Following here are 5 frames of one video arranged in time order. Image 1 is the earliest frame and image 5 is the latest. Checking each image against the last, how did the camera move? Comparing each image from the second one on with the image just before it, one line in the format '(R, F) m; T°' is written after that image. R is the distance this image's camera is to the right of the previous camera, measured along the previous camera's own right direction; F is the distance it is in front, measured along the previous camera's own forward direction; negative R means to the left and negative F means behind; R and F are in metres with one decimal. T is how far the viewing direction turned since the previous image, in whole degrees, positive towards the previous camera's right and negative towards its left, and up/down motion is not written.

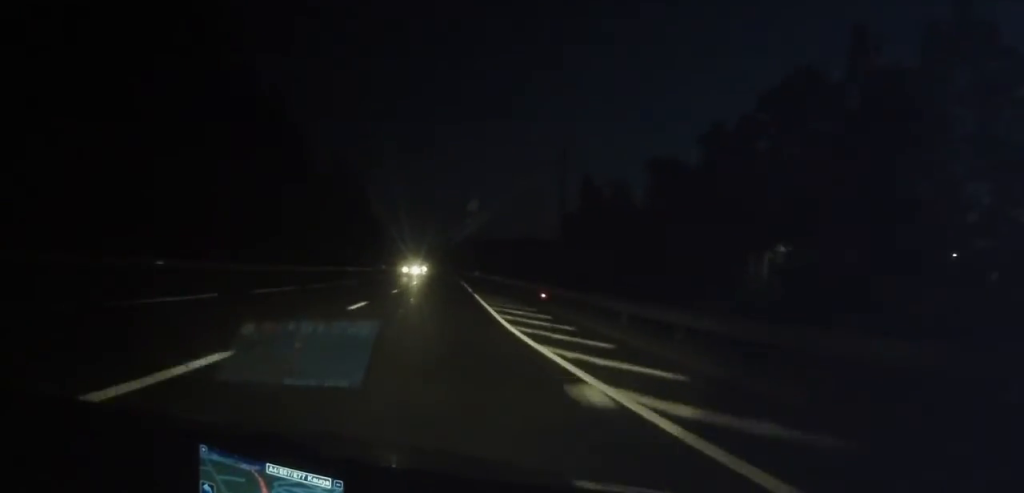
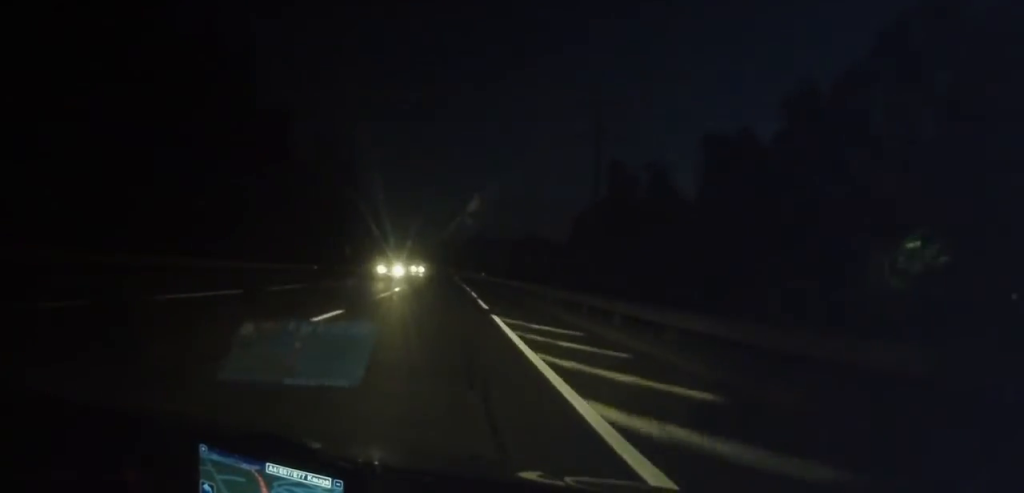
(-0.1, +15.8) m; 0°
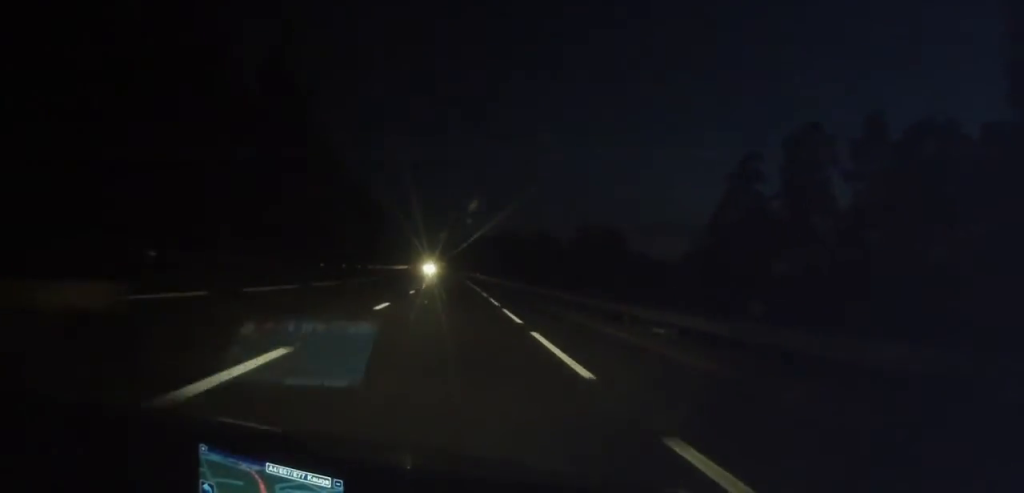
(-0.6, +67.3) m; -1°
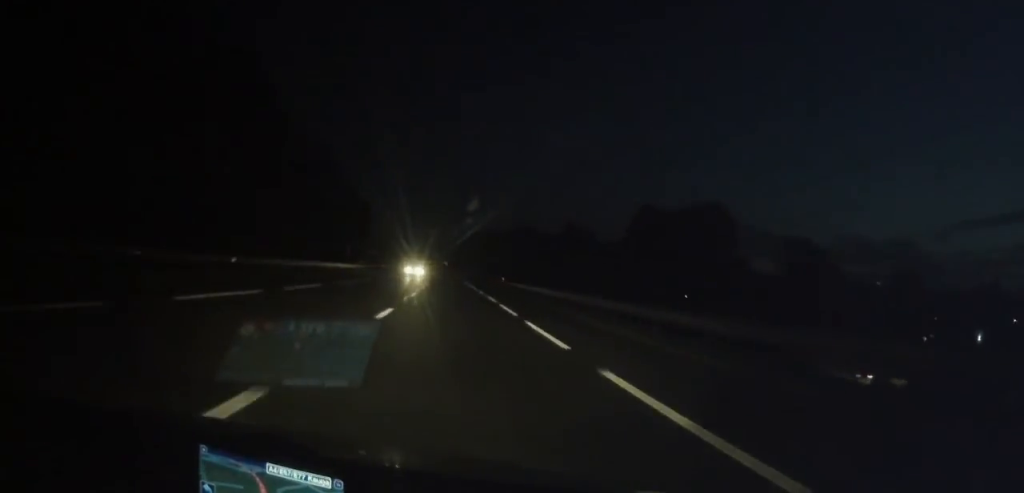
(0.0, +49.6) m; 0°
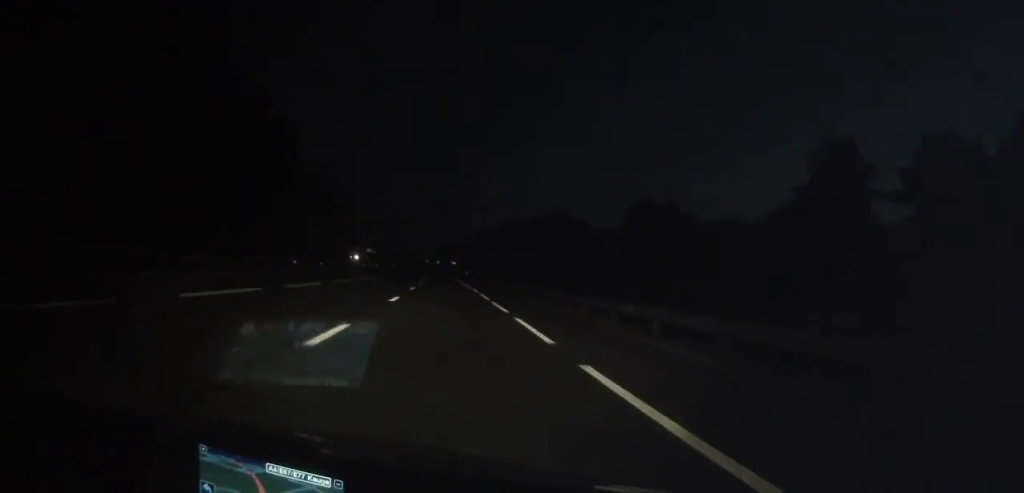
(-0.8, +52.8) m; -1°
